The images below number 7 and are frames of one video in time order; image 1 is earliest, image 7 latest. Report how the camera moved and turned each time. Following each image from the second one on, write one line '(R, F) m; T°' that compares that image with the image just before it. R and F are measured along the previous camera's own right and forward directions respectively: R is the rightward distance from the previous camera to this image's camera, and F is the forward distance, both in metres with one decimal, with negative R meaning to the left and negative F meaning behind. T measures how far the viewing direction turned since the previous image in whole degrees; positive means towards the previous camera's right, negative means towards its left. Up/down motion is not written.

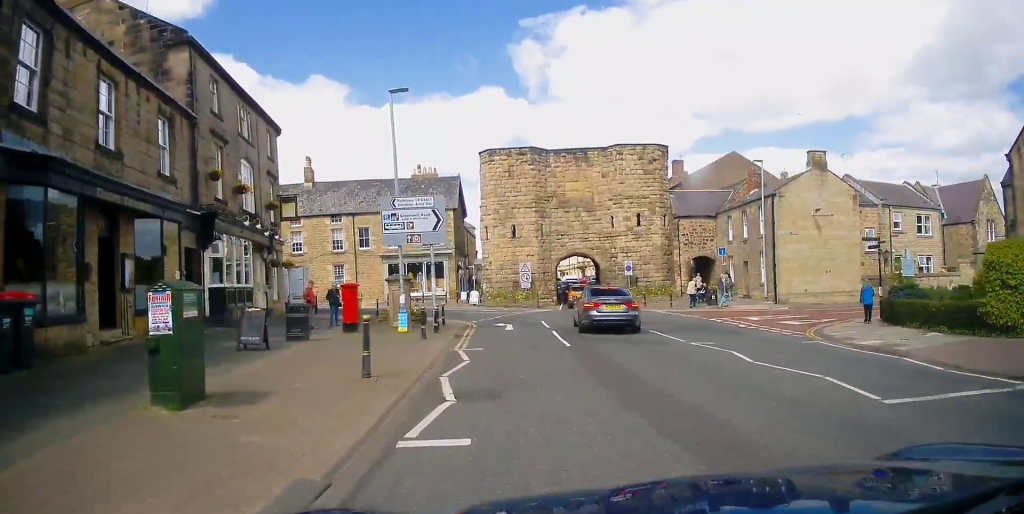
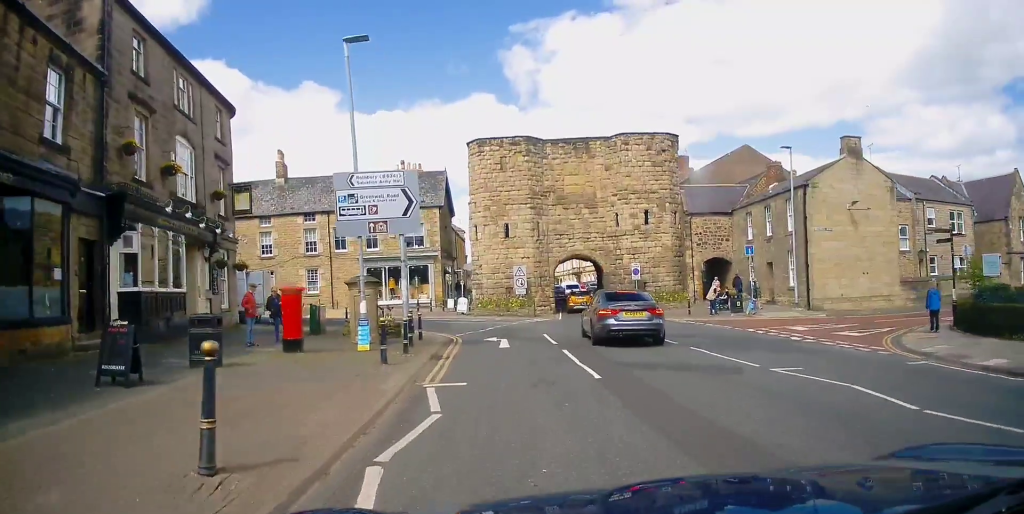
(0.0, +5.0) m; +2°
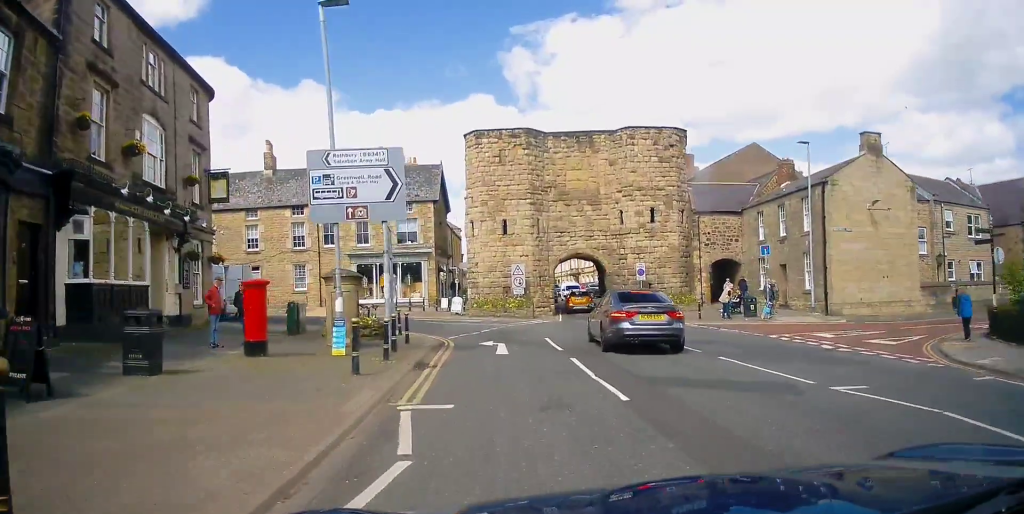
(-0.1, +2.2) m; +3°
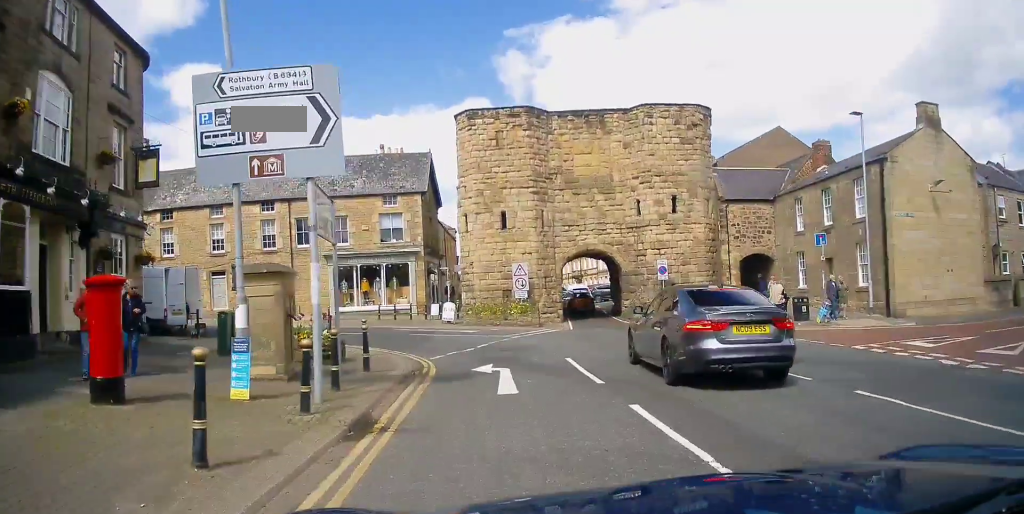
(+0.4, +5.0) m; +3°
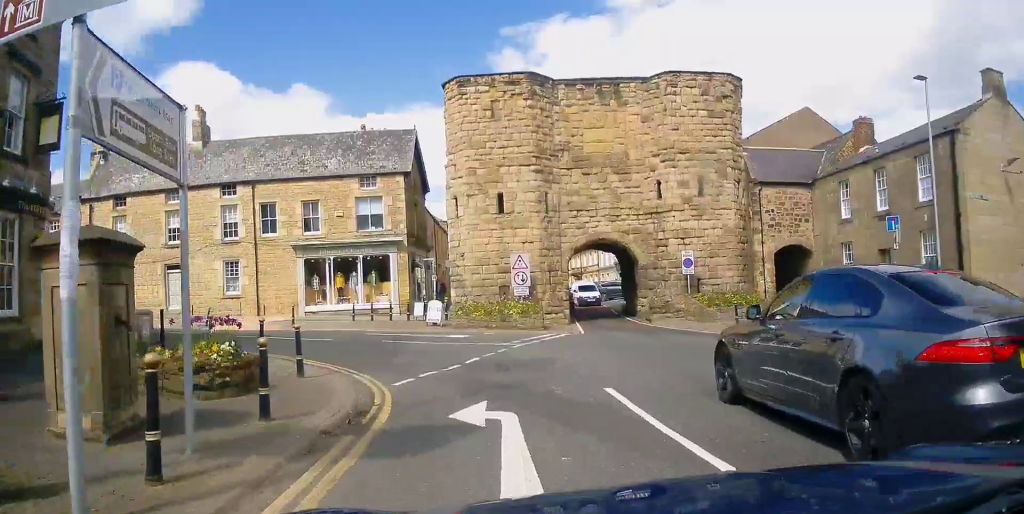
(-0.2, +4.9) m; -3°
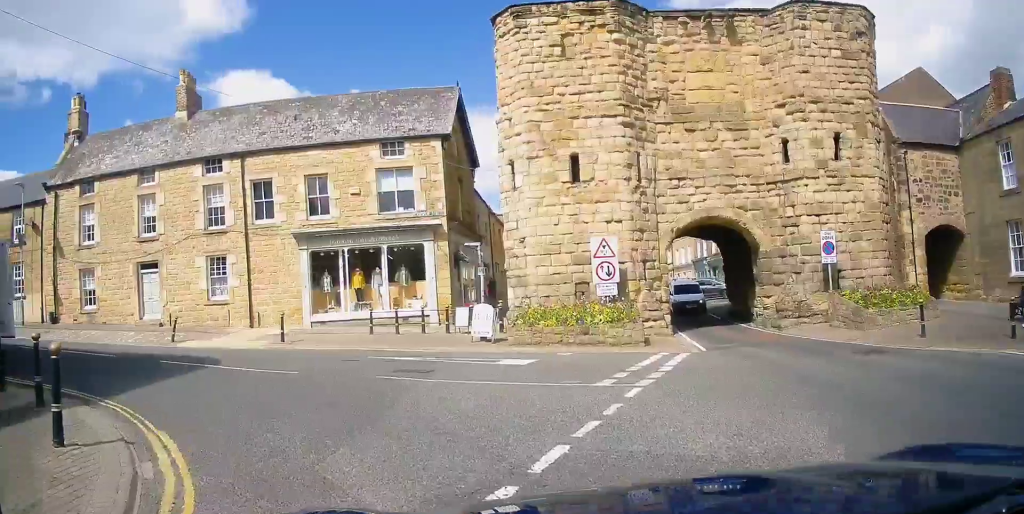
(-0.3, +7.5) m; -10°
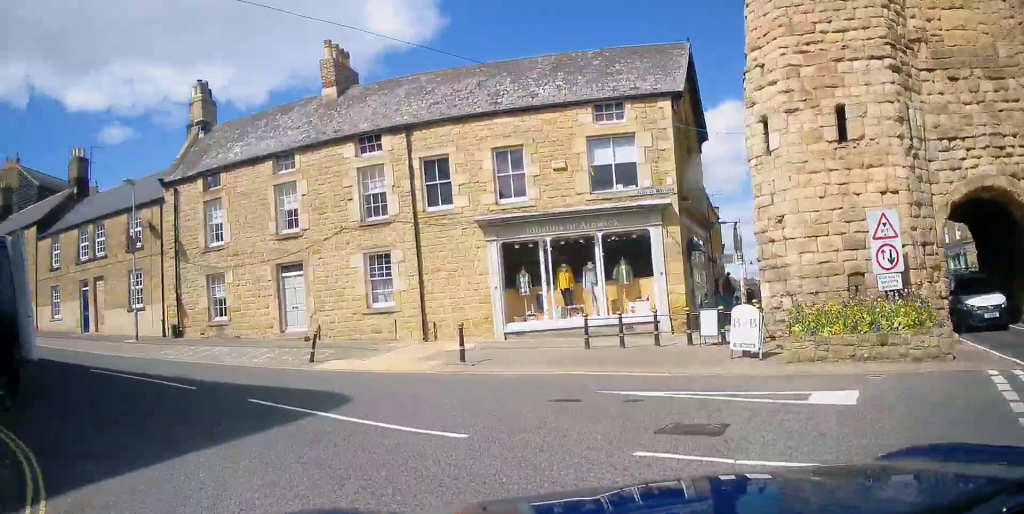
(-0.5, +4.7) m; -12°
